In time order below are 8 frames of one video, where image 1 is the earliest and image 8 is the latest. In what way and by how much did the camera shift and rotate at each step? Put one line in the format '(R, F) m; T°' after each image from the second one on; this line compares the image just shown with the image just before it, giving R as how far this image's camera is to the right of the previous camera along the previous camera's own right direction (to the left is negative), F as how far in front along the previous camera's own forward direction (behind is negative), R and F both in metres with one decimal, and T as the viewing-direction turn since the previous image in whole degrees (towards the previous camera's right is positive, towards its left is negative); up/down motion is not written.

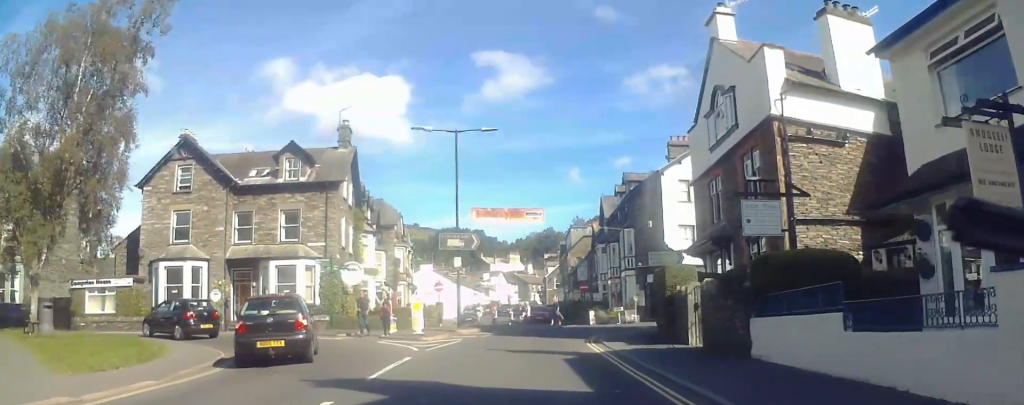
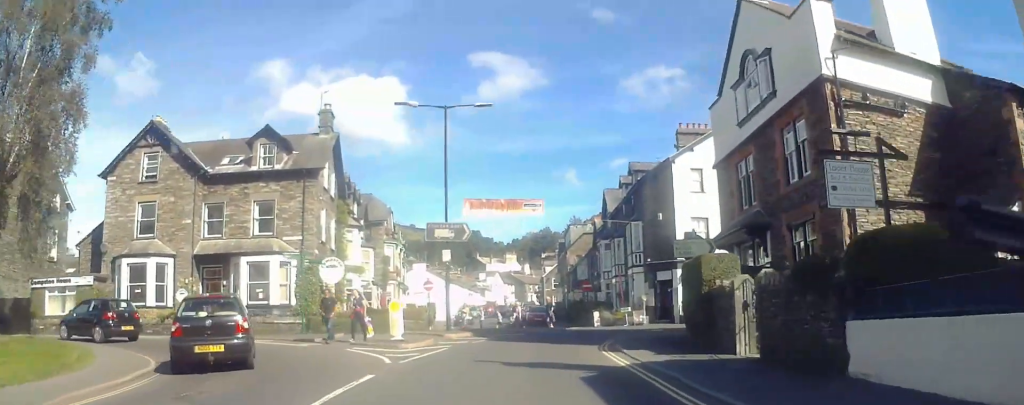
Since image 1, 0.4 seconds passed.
(-0.1, +3.9) m; -1°
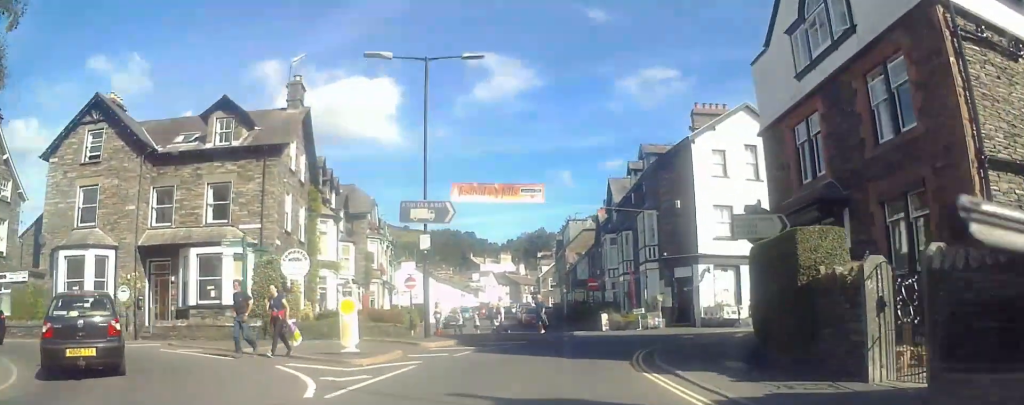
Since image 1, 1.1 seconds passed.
(-0.1, +5.6) m; 0°
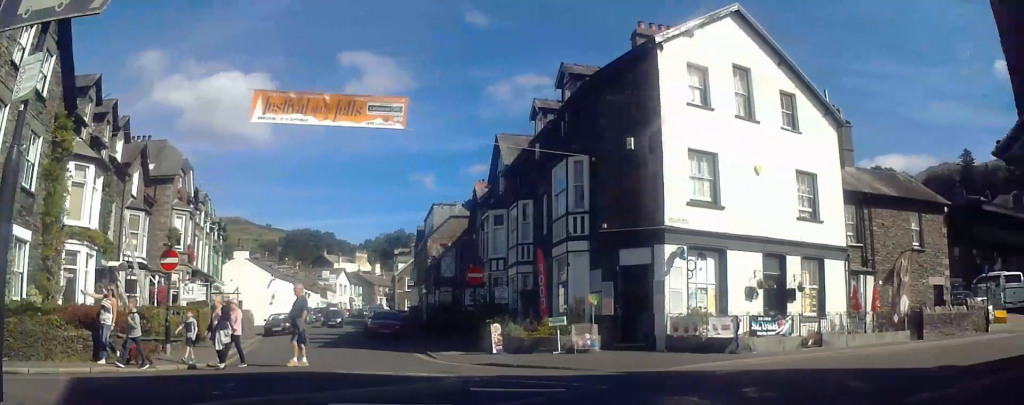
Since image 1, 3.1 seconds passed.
(+0.2, +16.0) m; +2°
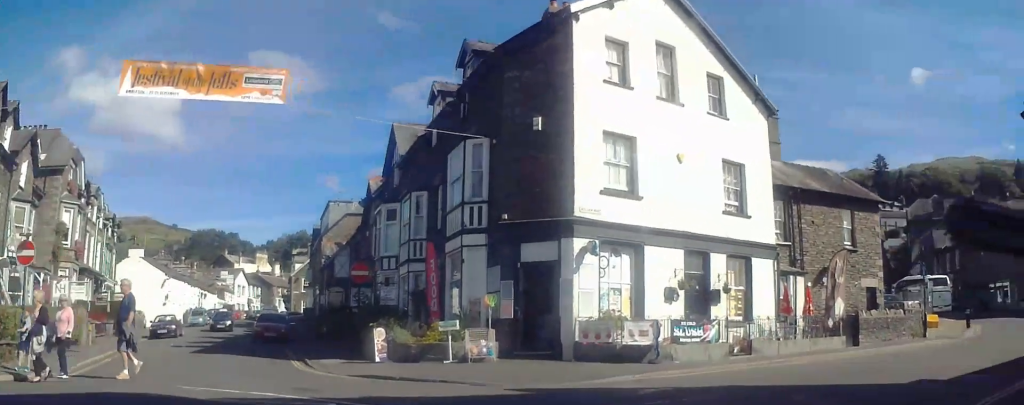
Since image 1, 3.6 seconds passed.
(-0.1, +2.9) m; +2°
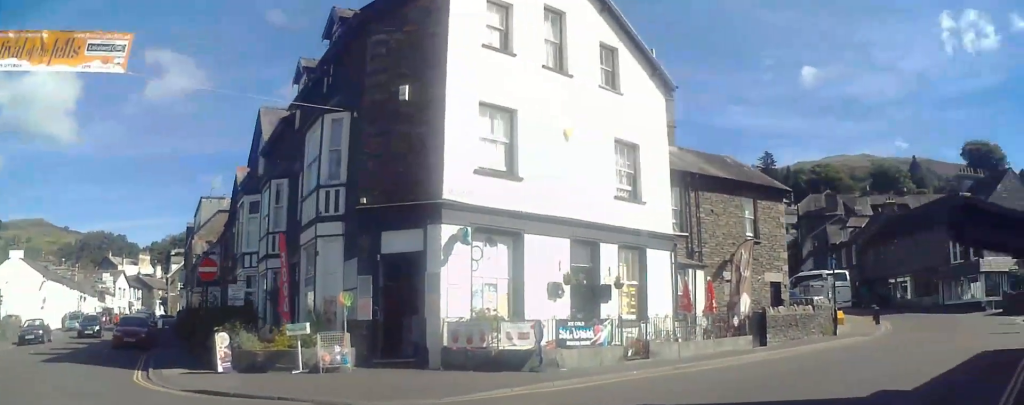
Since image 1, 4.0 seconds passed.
(0.0, +2.5) m; +13°
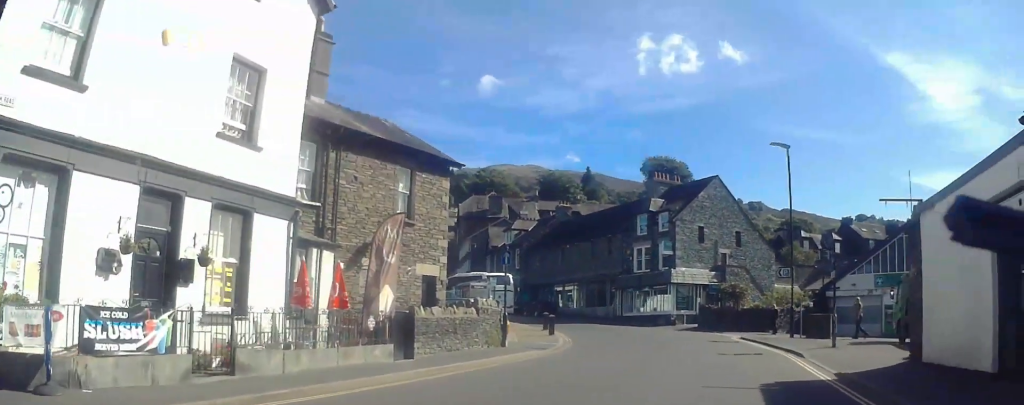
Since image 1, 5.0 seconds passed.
(+1.1, +4.4) m; +49°
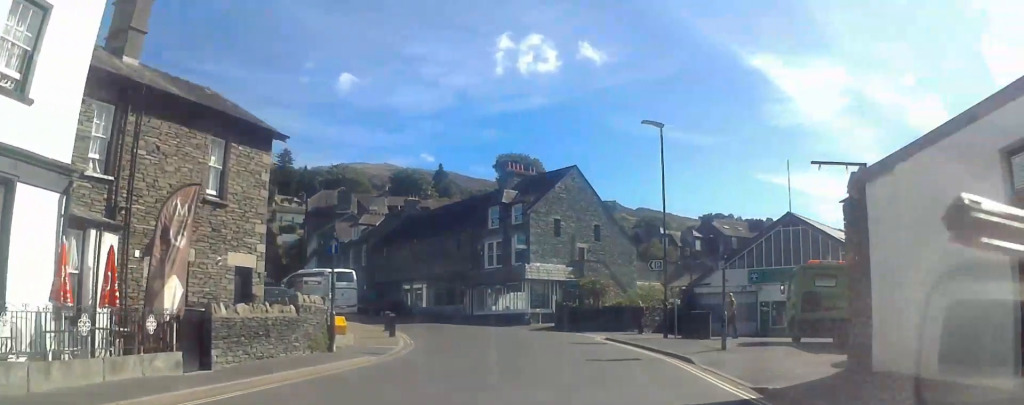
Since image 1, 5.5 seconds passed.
(+1.8, +3.4) m; +14°
